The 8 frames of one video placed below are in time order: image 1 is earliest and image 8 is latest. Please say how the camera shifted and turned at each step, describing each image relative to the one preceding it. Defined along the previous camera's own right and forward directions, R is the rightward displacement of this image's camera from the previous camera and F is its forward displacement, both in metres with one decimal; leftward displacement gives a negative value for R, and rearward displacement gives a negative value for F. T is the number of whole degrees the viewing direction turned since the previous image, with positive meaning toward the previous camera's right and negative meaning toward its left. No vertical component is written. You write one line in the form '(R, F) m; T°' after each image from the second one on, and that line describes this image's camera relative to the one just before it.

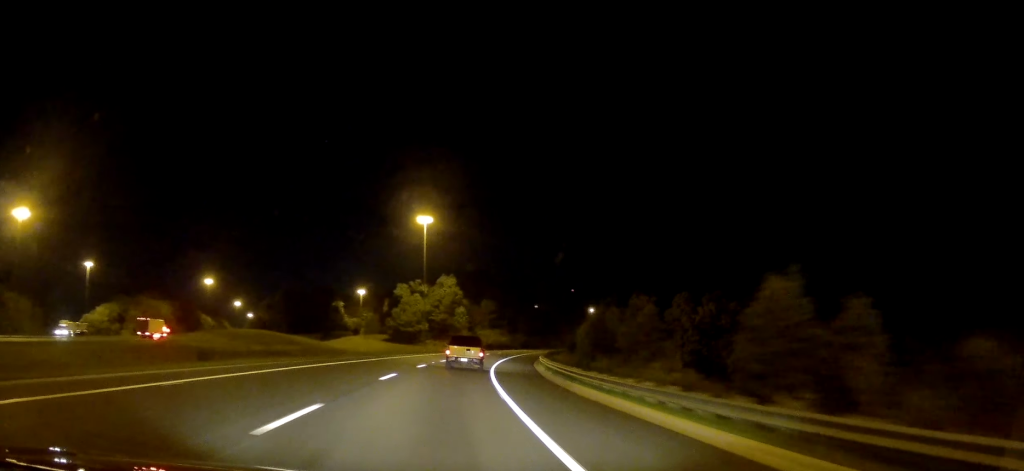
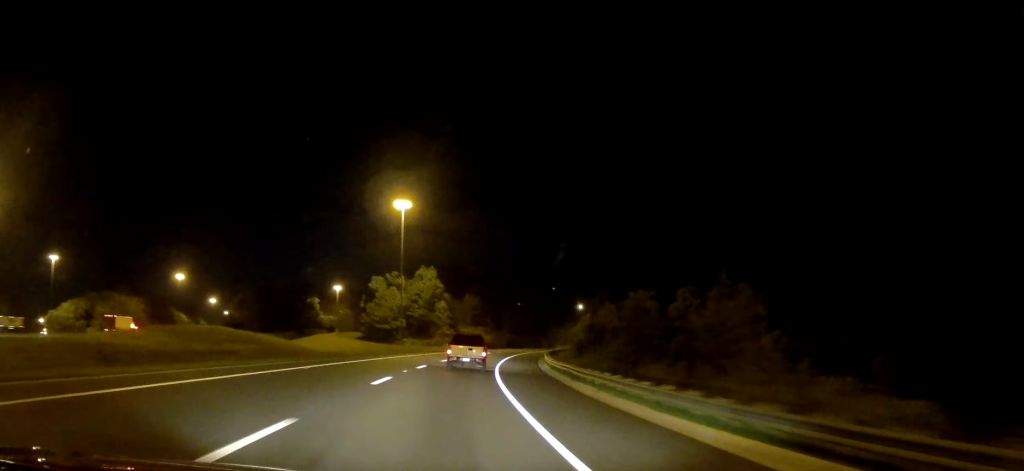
(+0.4, +14.4) m; +2°
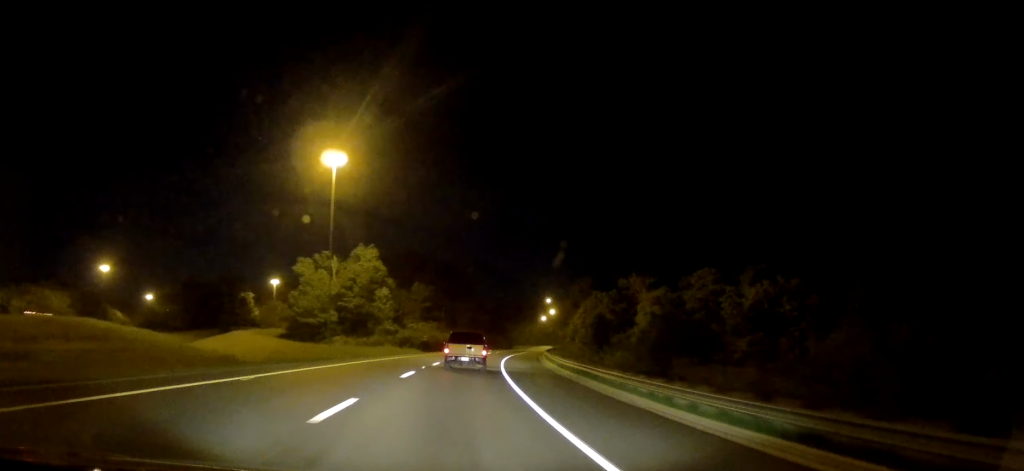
(+1.2, +32.9) m; +4°
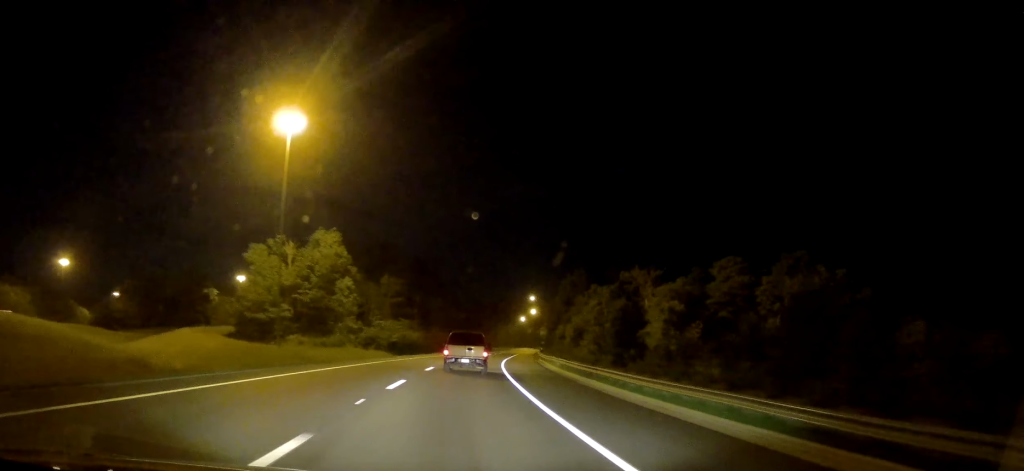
(-0.2, +17.5) m; +2°
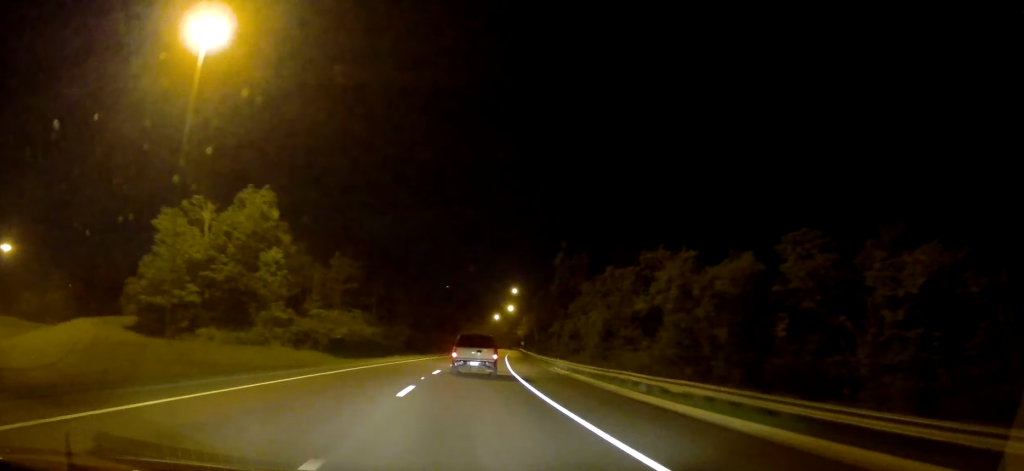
(+1.5, +26.2) m; +5°
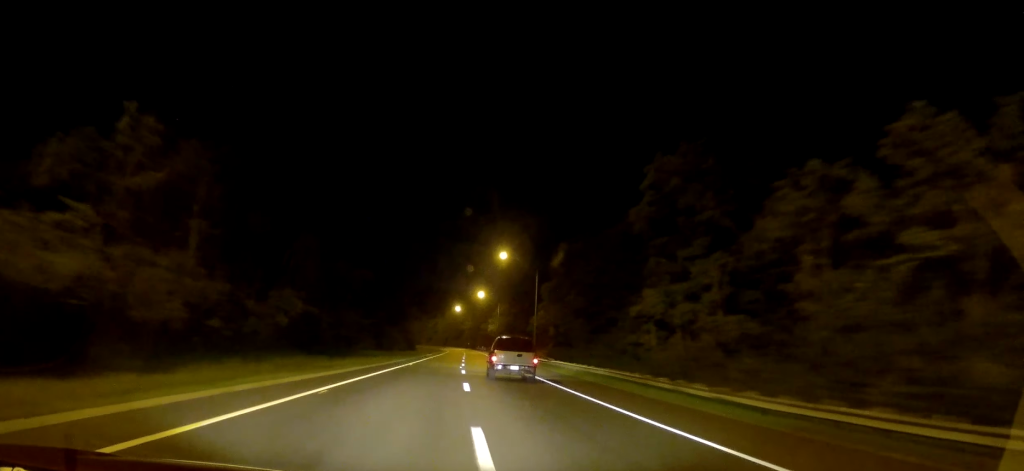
(+3.2, +57.7) m; +6°
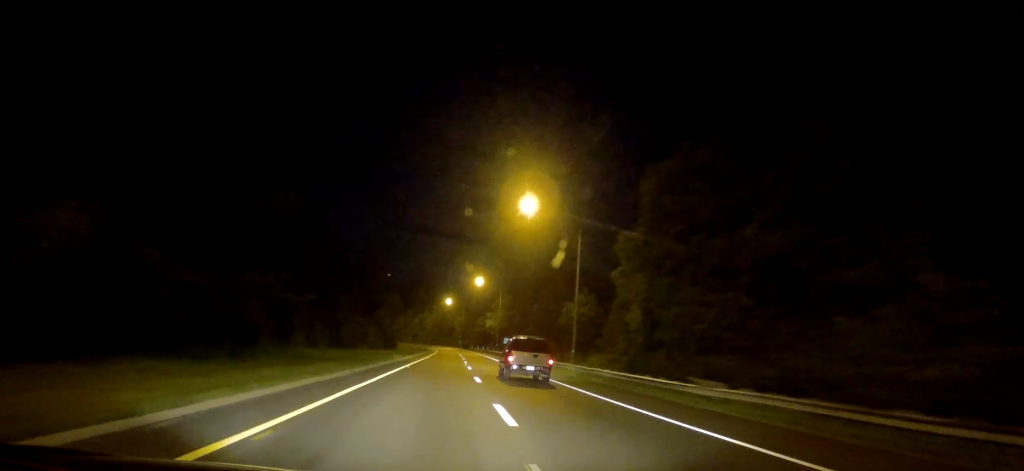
(+1.4, +32.5) m; +2°
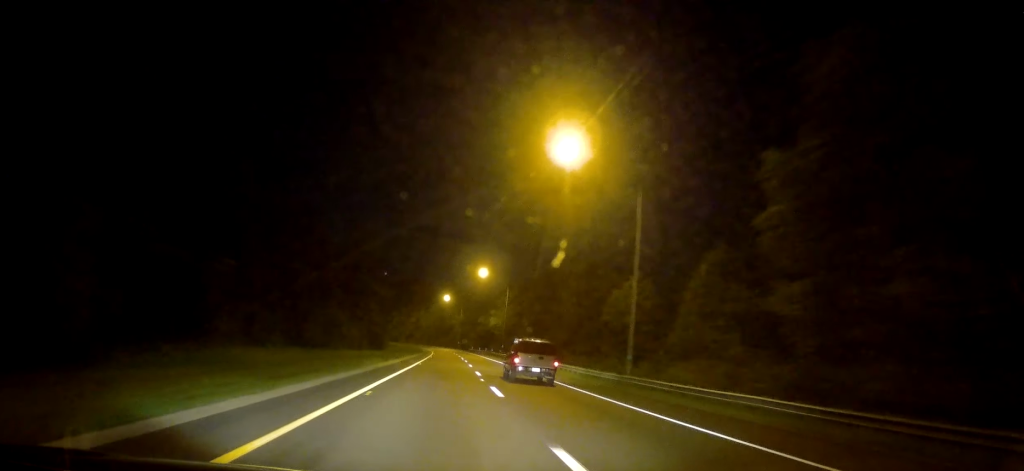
(-0.3, +18.1) m; -1°
